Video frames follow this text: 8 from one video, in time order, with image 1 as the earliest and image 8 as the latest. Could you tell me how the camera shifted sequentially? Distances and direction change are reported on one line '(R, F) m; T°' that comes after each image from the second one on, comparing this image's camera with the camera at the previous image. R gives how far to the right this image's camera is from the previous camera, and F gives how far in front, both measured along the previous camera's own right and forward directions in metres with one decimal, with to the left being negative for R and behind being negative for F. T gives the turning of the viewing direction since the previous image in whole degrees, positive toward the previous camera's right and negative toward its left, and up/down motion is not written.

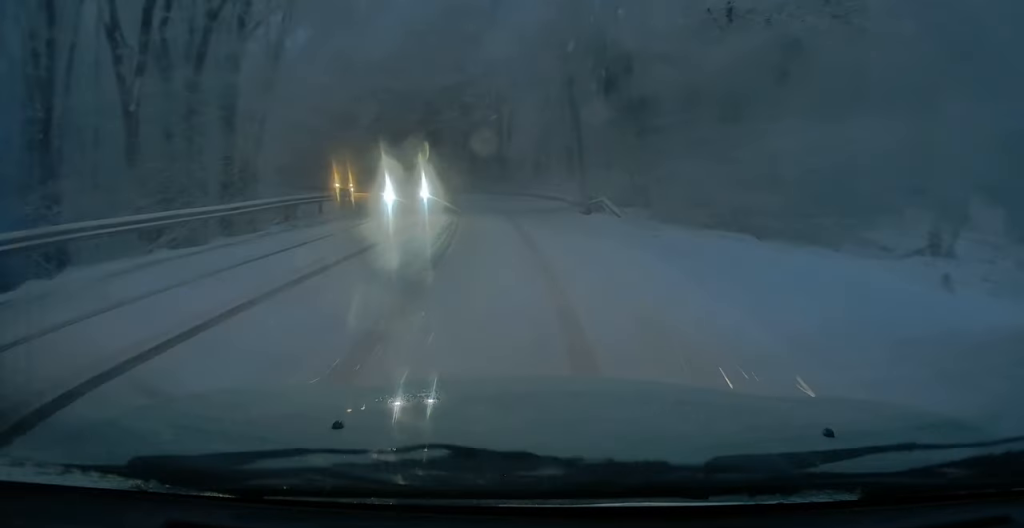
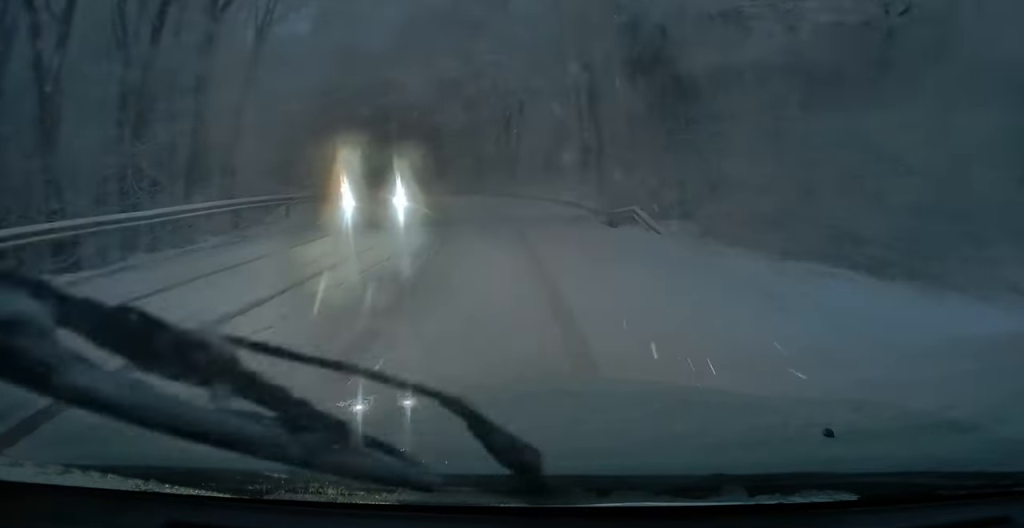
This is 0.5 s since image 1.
(0.0, +3.9) m; 0°
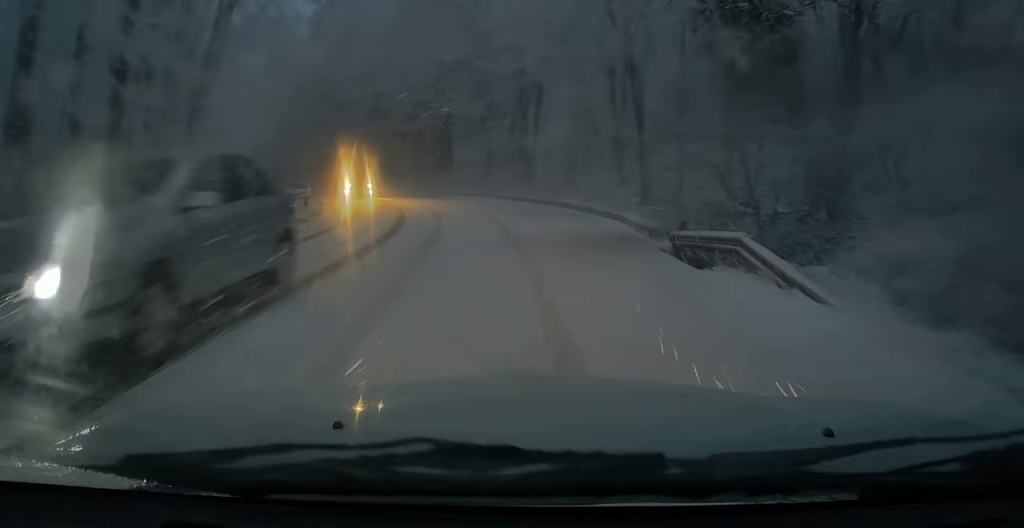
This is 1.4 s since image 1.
(+0.1, +6.4) m; -3°
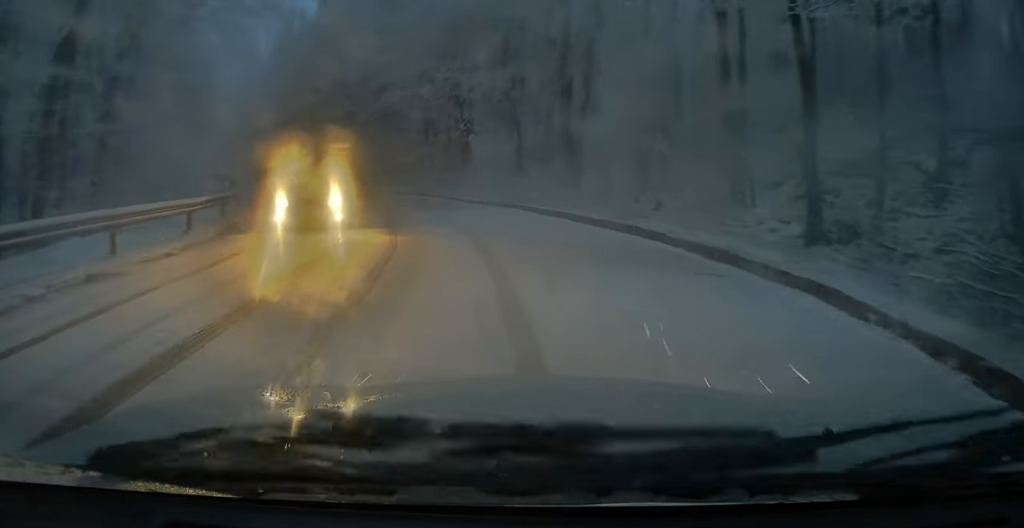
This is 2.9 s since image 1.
(-0.6, +10.7) m; -5°
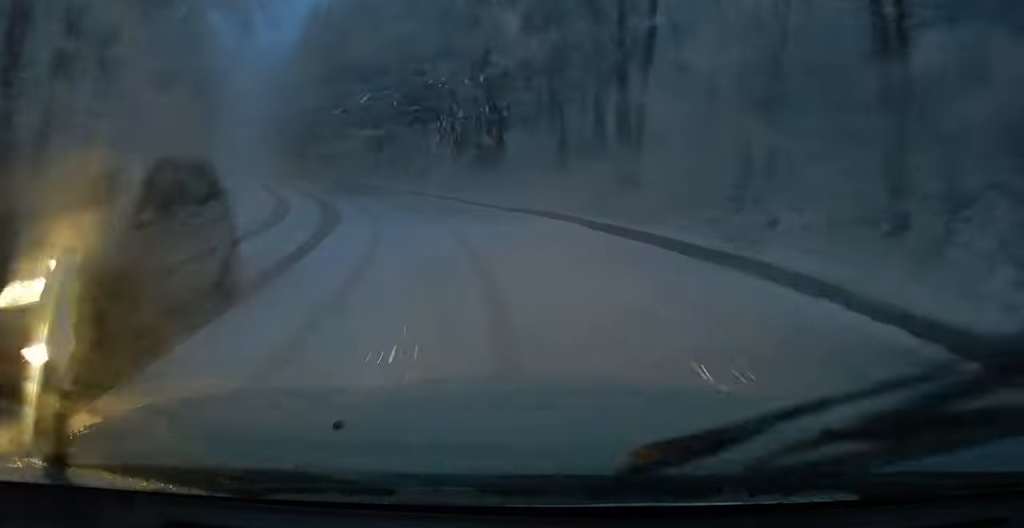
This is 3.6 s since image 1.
(0.0, +5.6) m; -3°
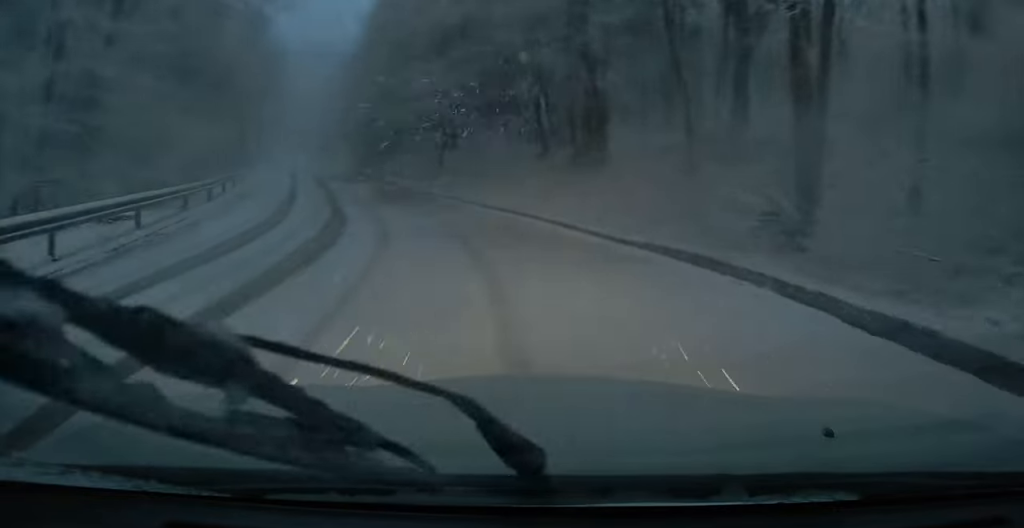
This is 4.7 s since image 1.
(-0.6, +8.1) m; -6°
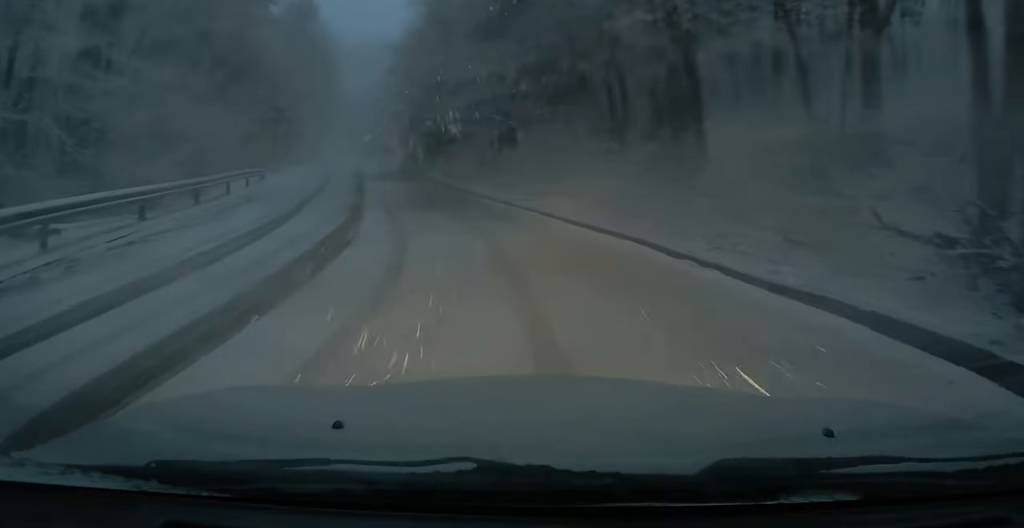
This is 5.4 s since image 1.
(+0.1, +4.6) m; -4°
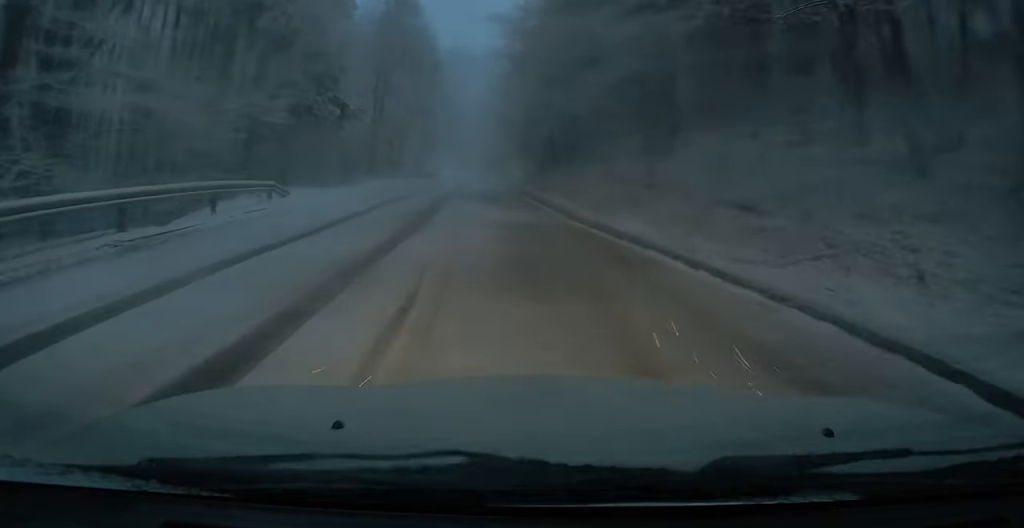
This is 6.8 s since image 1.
(-0.9, +10.4) m; -7°
